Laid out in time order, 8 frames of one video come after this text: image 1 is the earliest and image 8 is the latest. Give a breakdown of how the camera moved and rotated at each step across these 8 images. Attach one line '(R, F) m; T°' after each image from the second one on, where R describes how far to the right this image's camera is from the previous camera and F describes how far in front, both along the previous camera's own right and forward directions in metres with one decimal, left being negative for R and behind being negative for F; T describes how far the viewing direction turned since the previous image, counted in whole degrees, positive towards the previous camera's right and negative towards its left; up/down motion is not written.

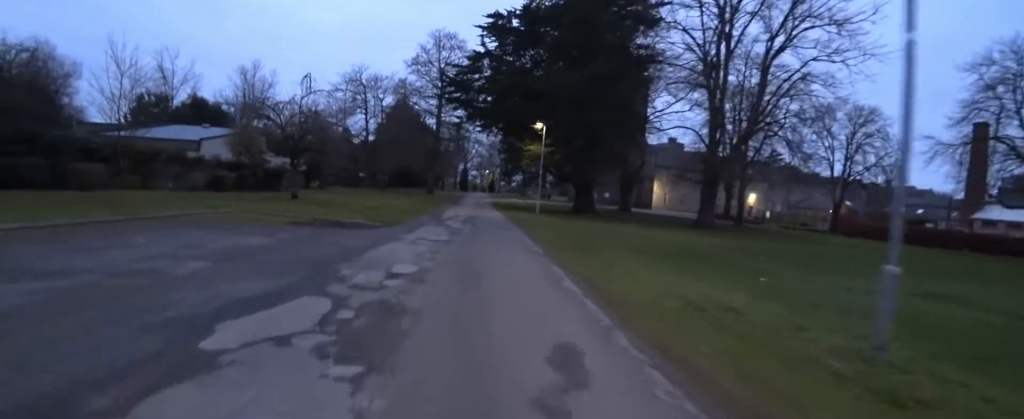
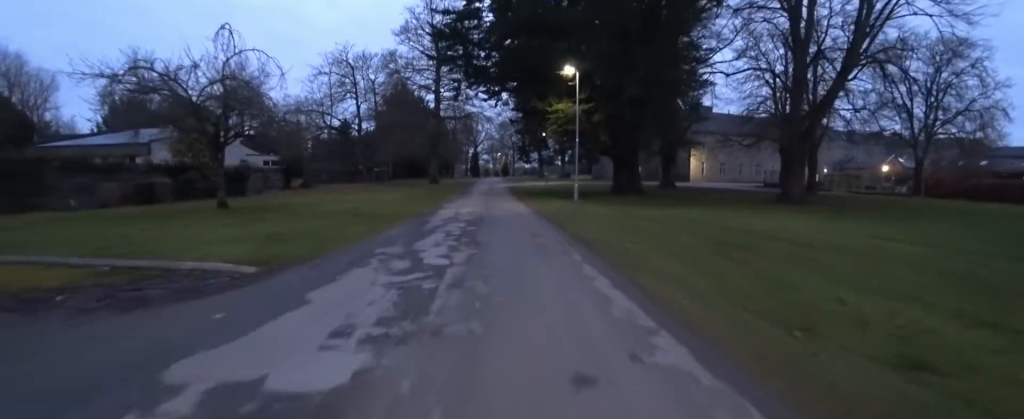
(-0.1, +8.3) m; +4°
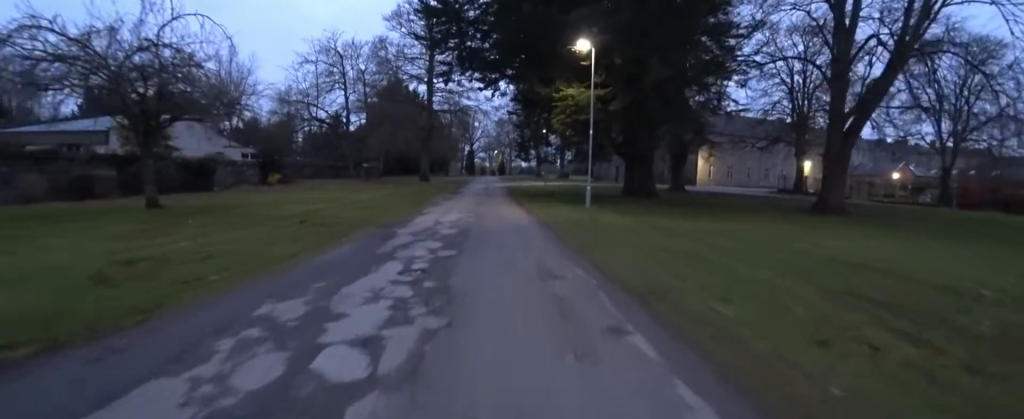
(+0.1, +3.3) m; +2°
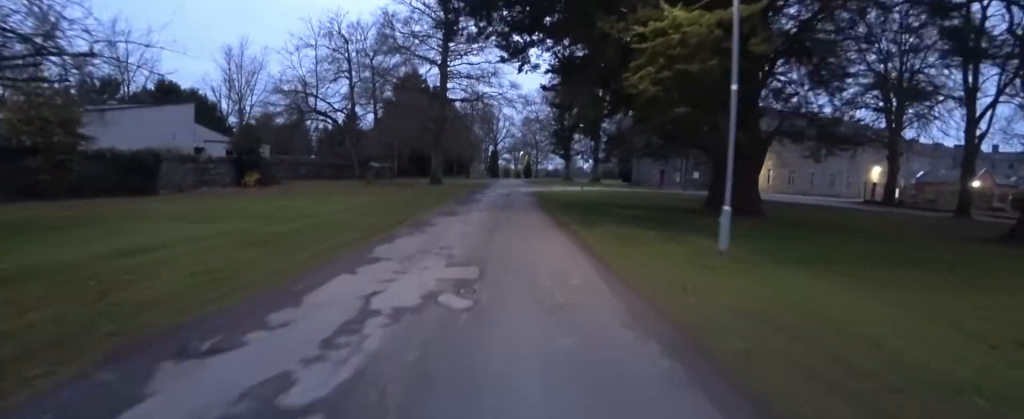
(-0.7, +7.3) m; -13°
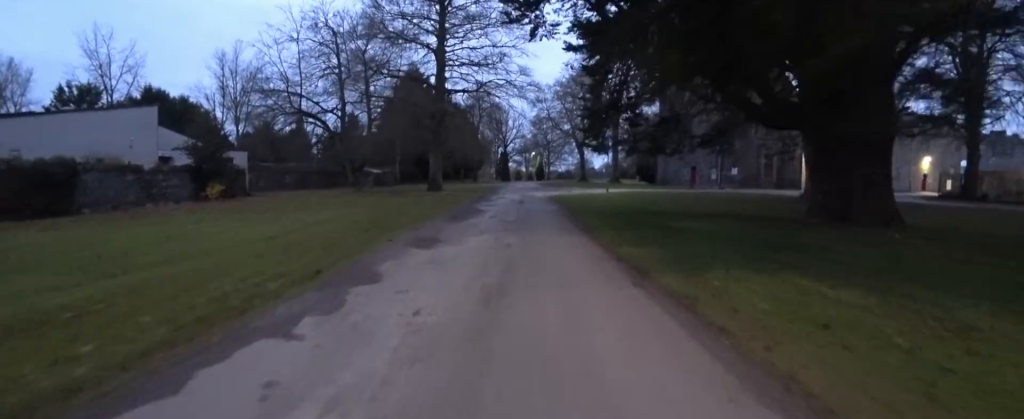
(-0.3, +5.3) m; -4°
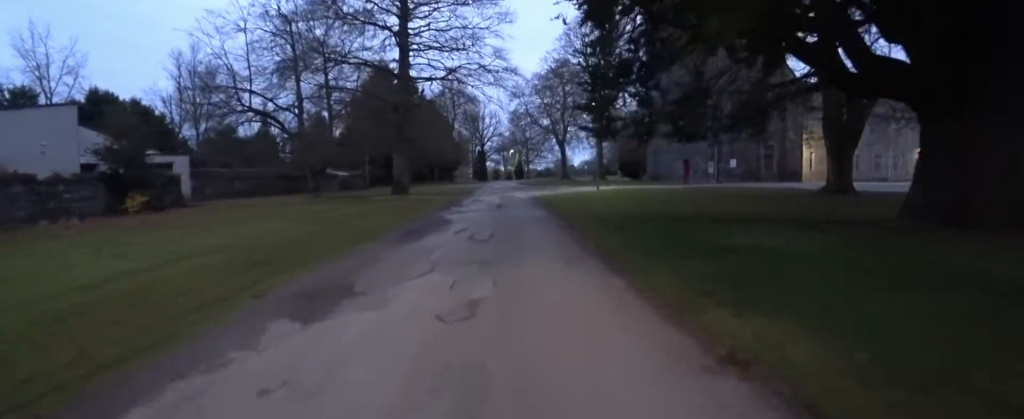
(-0.1, +3.7) m; -1°
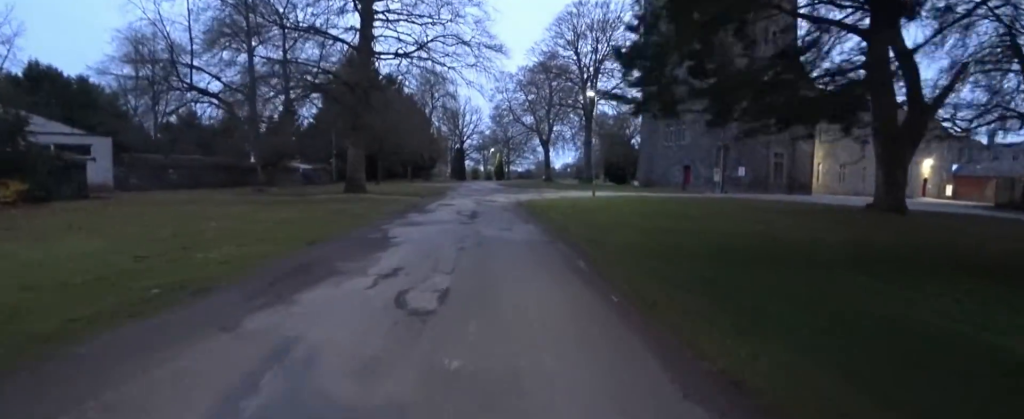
(-0.1, +4.2) m; -1°
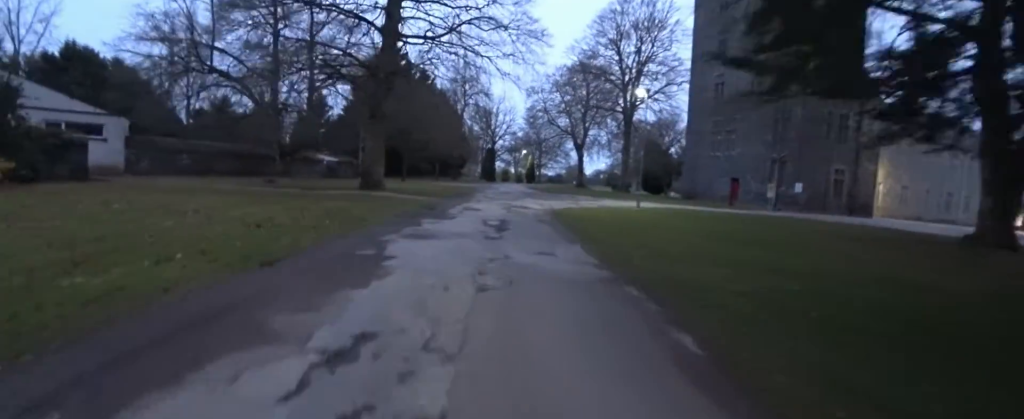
(0.0, +2.3) m; 0°
